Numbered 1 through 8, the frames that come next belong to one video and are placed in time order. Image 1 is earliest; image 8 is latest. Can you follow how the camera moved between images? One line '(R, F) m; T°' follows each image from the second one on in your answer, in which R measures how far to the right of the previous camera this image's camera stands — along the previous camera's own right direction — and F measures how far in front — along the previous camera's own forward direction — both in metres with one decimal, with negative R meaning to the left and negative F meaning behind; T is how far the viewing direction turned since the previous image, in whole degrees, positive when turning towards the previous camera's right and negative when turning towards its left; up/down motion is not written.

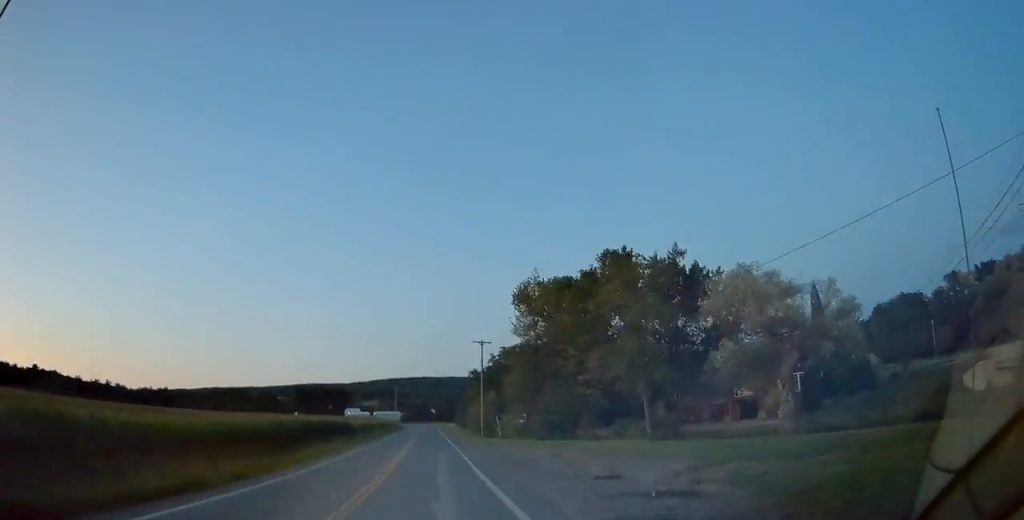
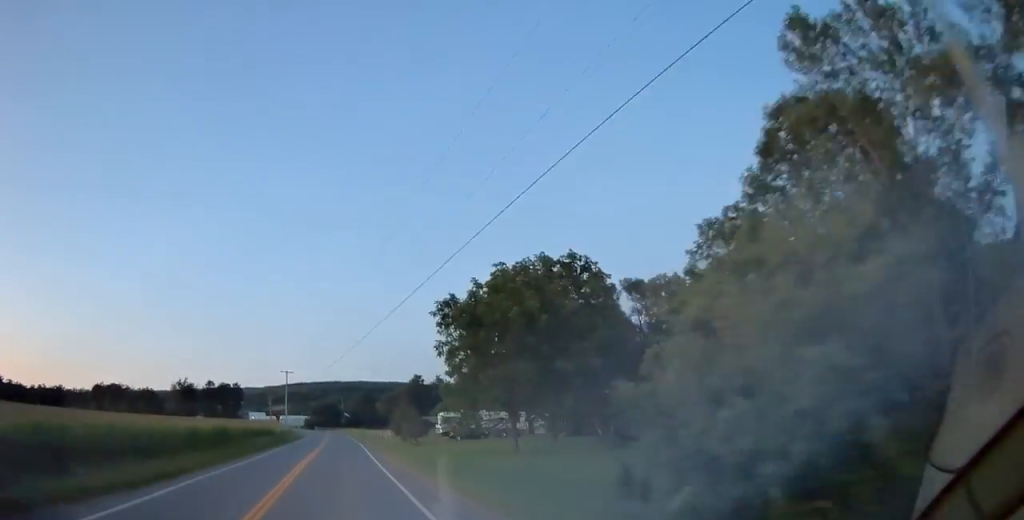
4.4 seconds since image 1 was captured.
(+3.9, +69.4) m; +3°
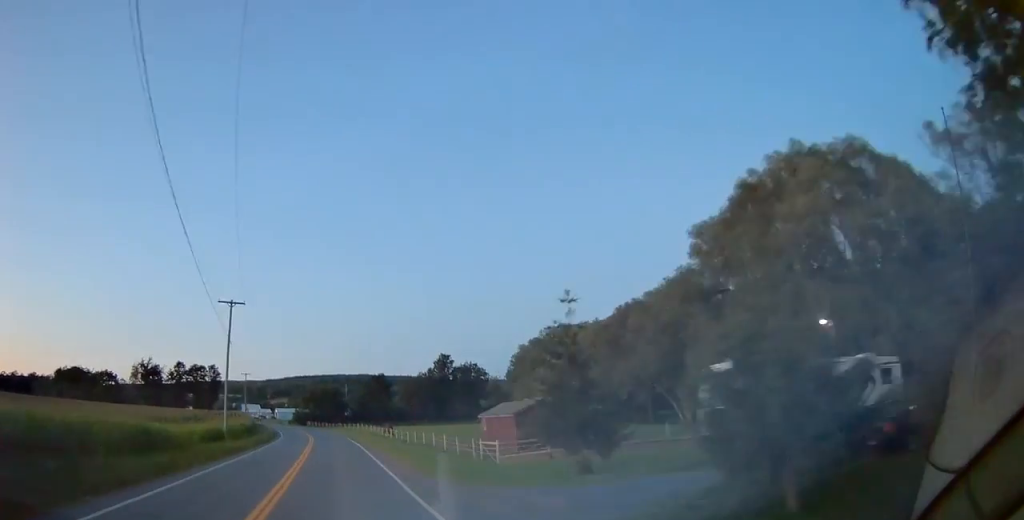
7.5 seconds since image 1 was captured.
(+0.2, +52.3) m; -2°
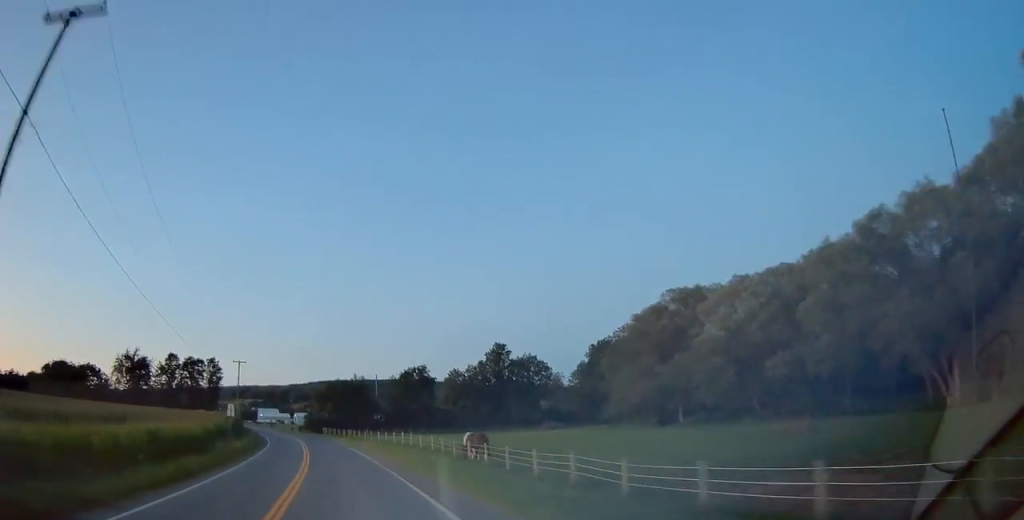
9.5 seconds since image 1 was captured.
(-1.1, +36.2) m; -3°
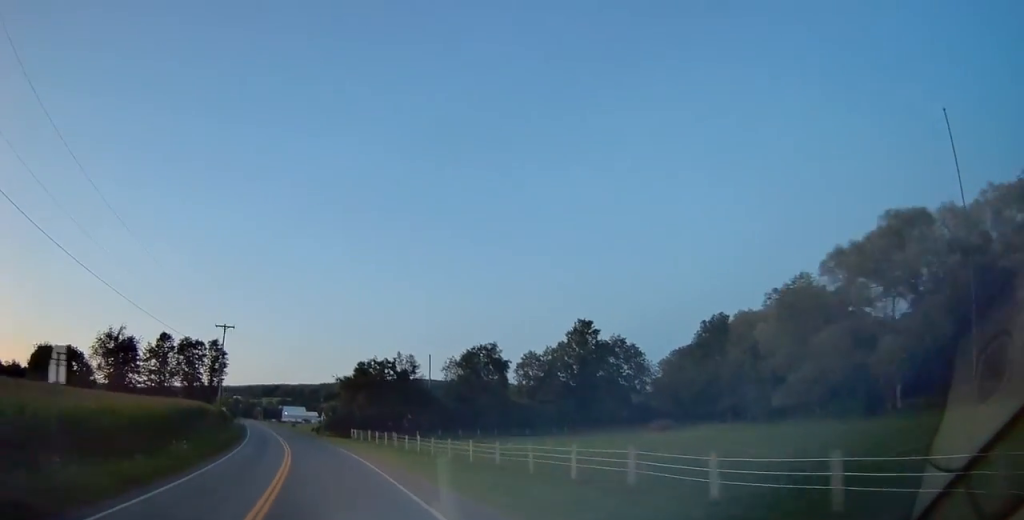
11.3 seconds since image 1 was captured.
(+0.5, +34.1) m; -3°
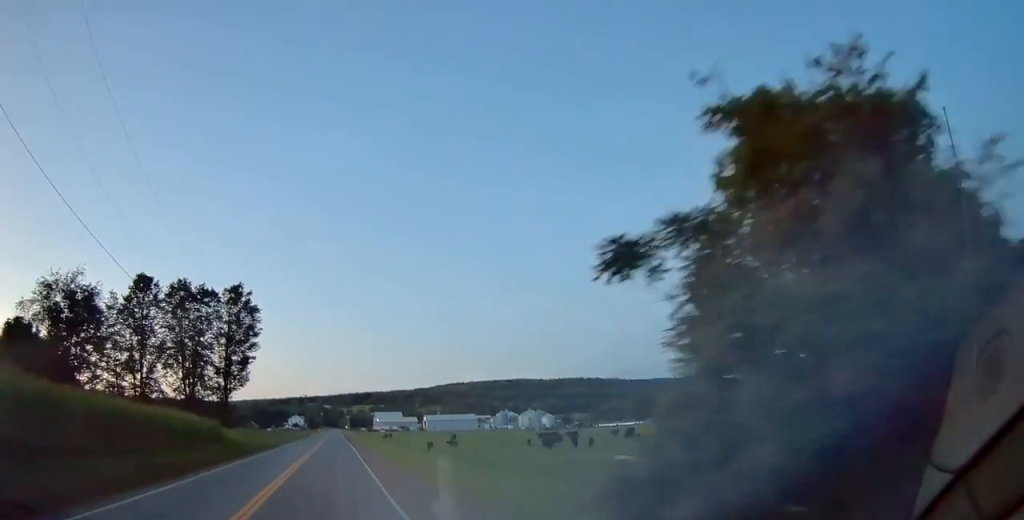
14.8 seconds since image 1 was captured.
(-4.8, +65.1) m; -5°
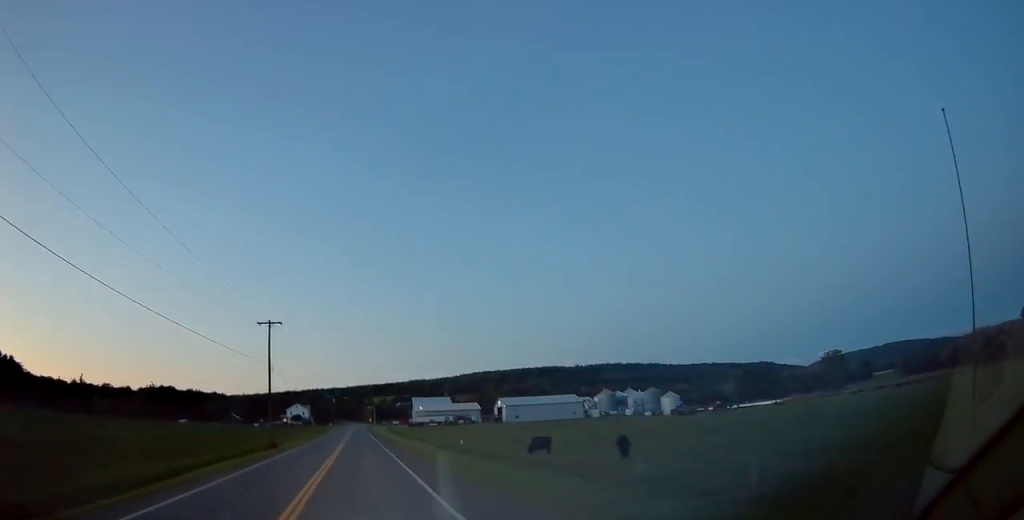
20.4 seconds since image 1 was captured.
(-4.0, +107.7) m; -2°
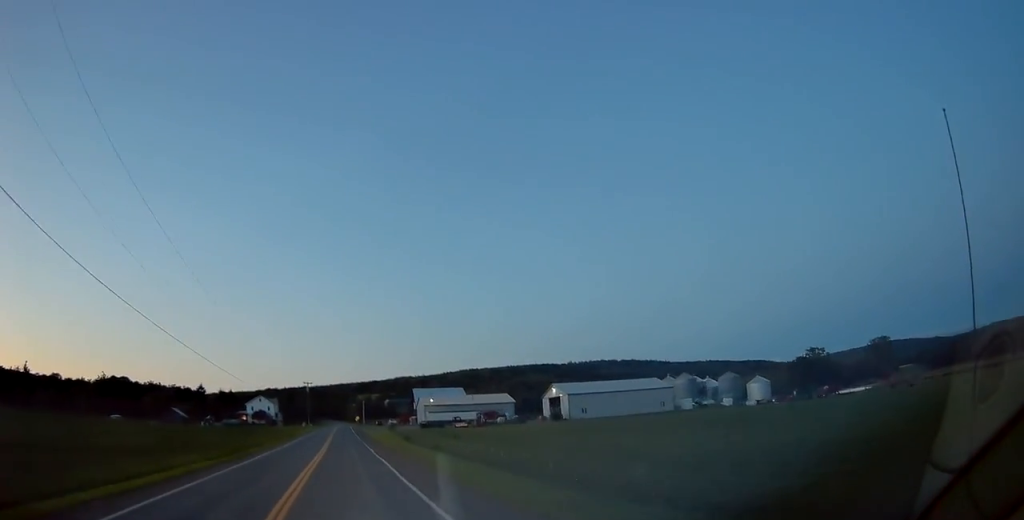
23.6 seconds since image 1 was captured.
(+0.2, +62.3) m; 0°
